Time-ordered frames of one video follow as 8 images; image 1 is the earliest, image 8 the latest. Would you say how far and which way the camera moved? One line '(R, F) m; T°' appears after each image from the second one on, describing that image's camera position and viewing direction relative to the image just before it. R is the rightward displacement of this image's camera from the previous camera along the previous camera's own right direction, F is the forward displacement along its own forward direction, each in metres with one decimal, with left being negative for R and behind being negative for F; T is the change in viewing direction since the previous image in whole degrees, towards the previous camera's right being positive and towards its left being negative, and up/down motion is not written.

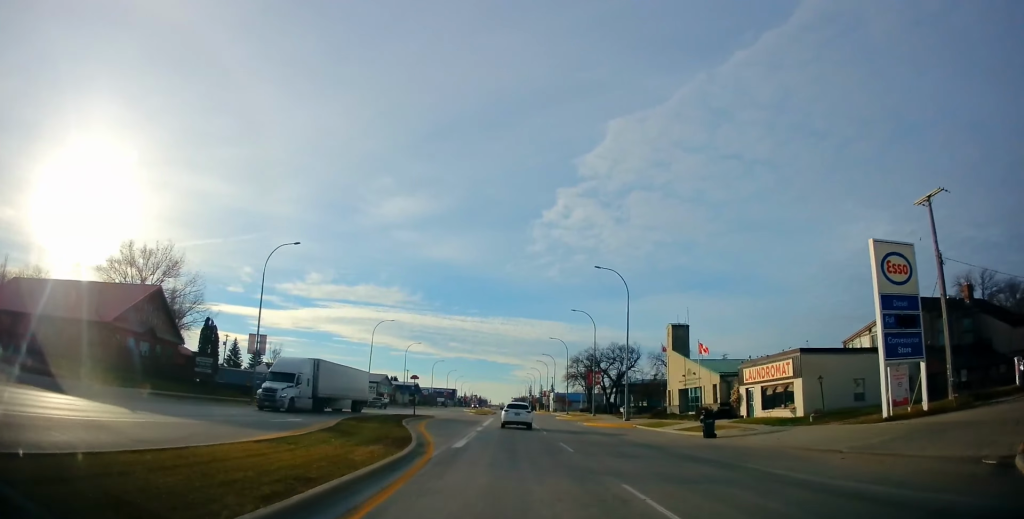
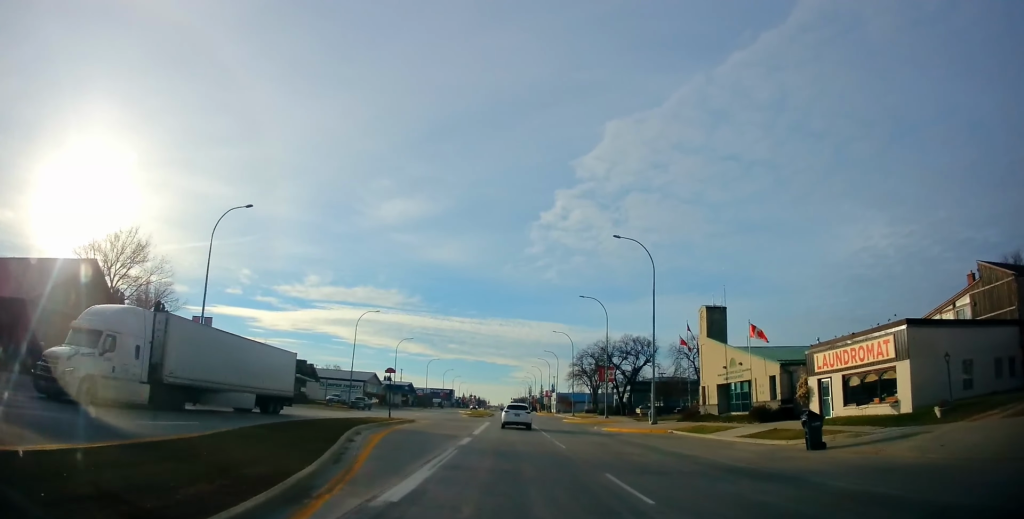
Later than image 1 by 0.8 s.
(0.0, +10.2) m; 0°
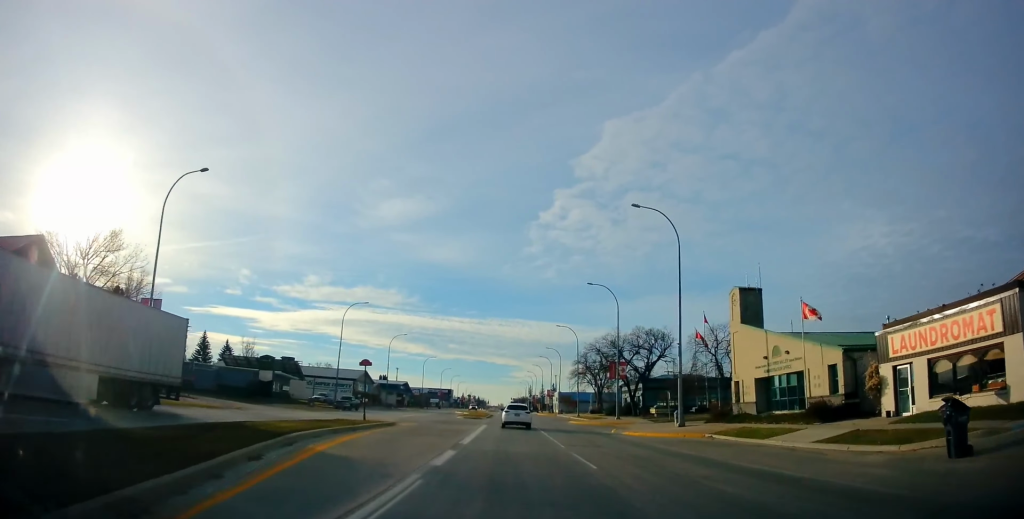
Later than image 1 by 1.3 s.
(0.0, +7.0) m; 0°
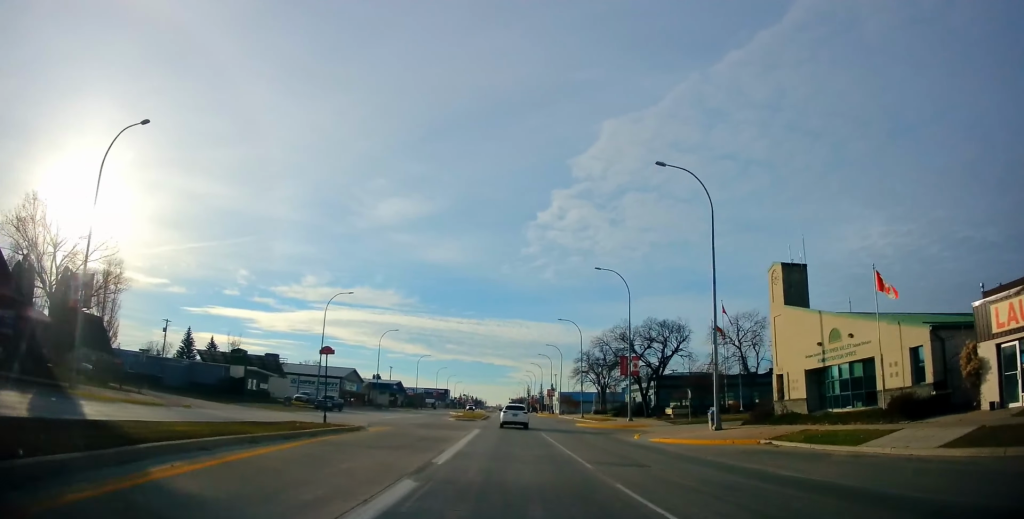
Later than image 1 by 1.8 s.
(0.0, +6.8) m; 0°
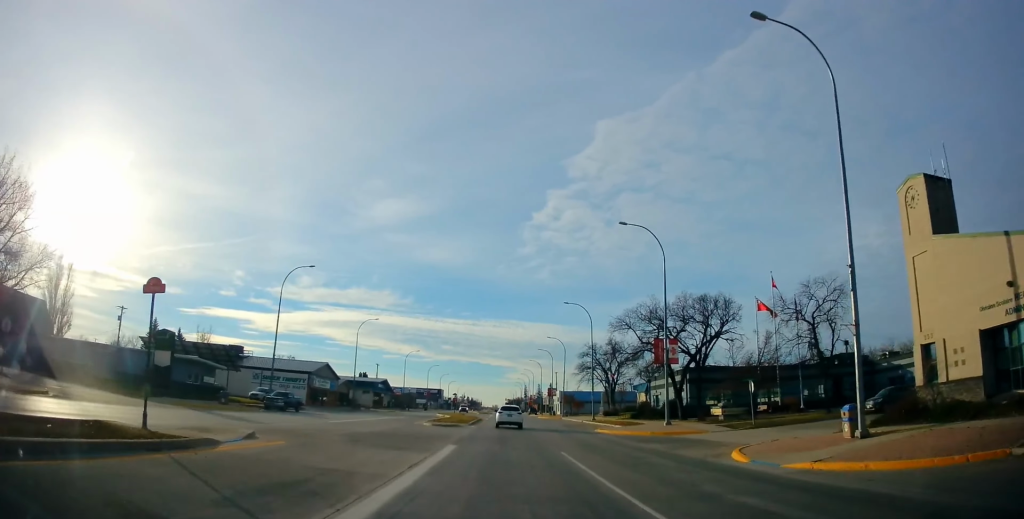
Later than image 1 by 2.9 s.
(0.0, +13.6) m; +1°
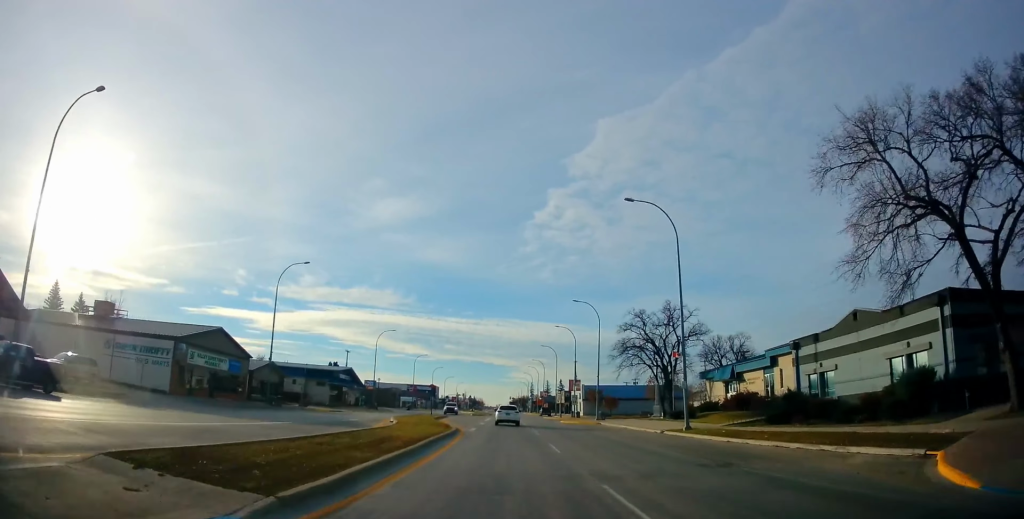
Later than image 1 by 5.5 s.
(+0.2, +34.3) m; -1°
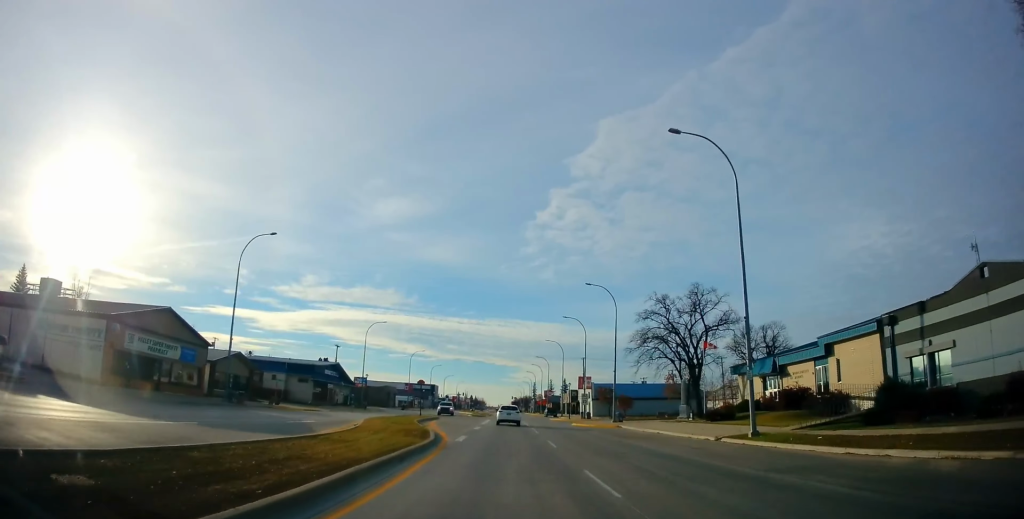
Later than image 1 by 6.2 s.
(0.0, +9.5) m; +1°
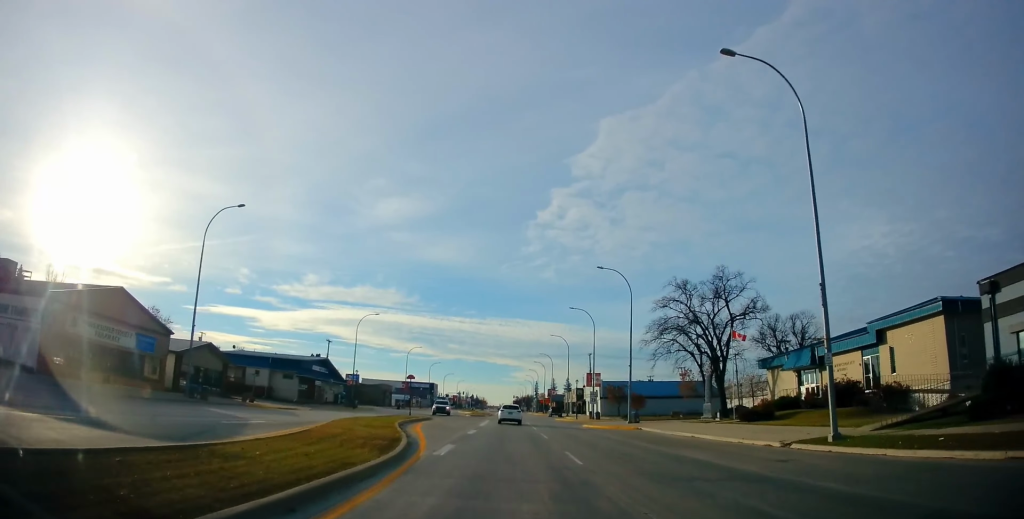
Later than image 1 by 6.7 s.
(+0.1, +6.7) m; 0°
